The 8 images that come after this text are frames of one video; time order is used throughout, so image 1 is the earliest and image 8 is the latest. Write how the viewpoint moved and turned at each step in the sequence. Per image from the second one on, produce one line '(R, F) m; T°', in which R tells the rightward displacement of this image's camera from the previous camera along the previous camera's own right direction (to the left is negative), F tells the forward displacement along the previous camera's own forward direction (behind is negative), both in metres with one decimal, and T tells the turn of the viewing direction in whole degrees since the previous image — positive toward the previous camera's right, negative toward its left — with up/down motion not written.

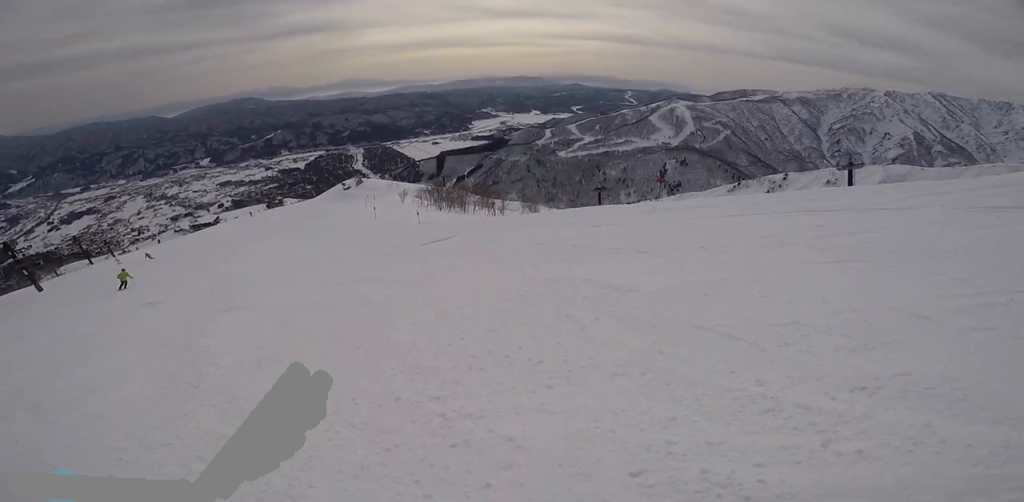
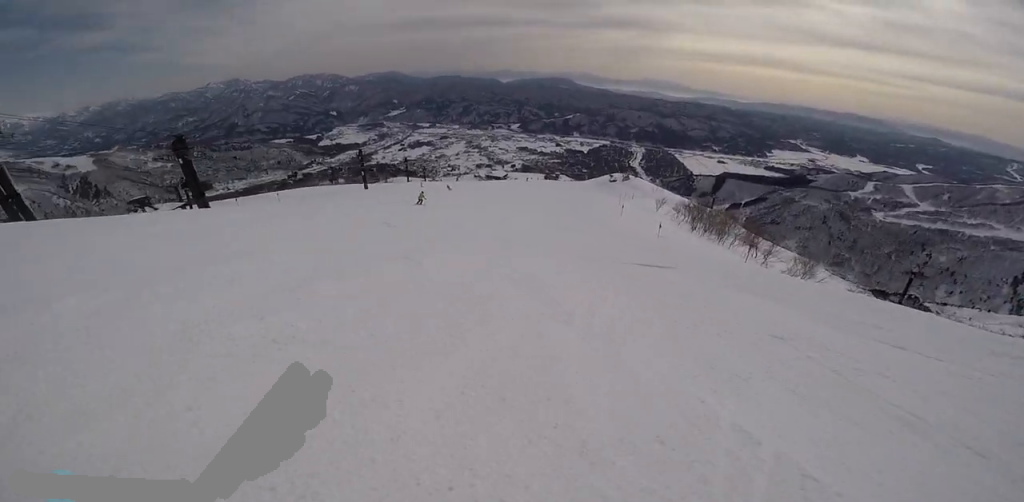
(+0.3, +3.1) m; -31°
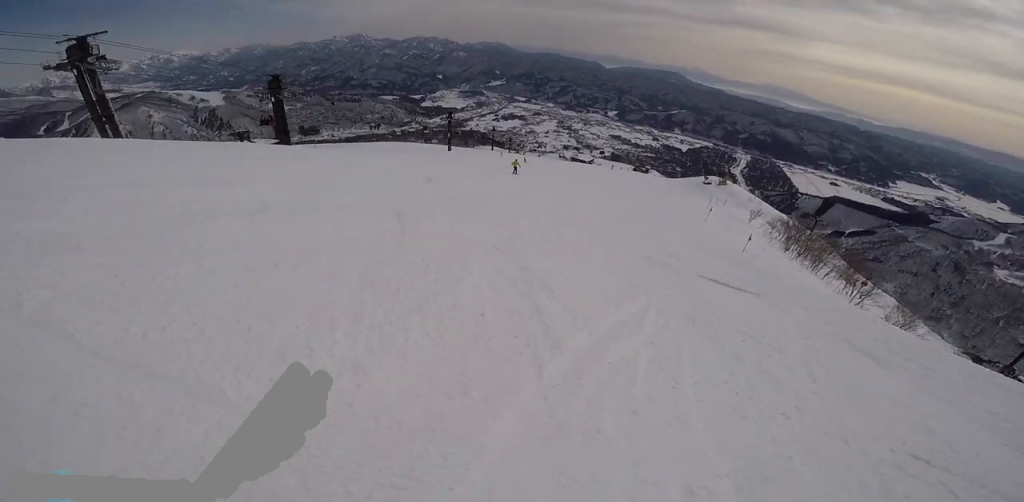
(-1.5, +1.7) m; -9°
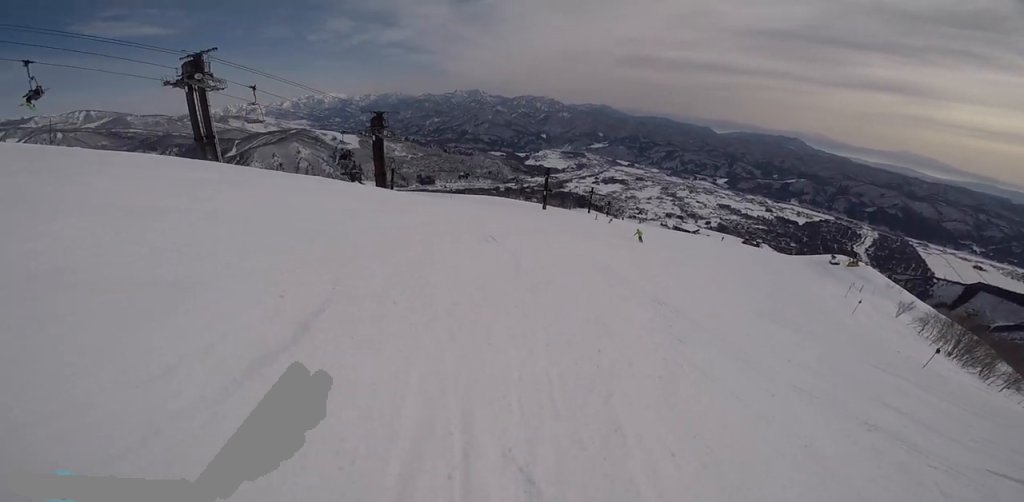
(-0.2, +4.2) m; -7°
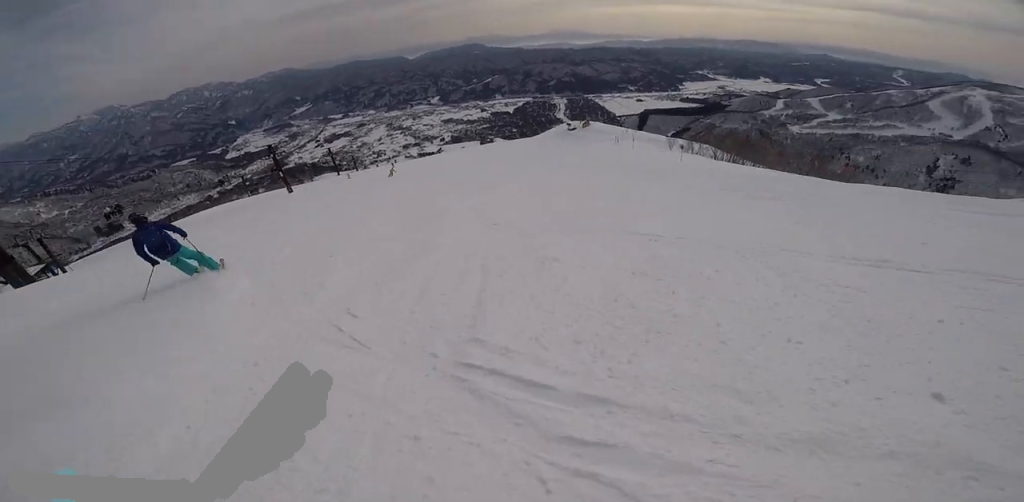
(+2.3, +8.1) m; +55°
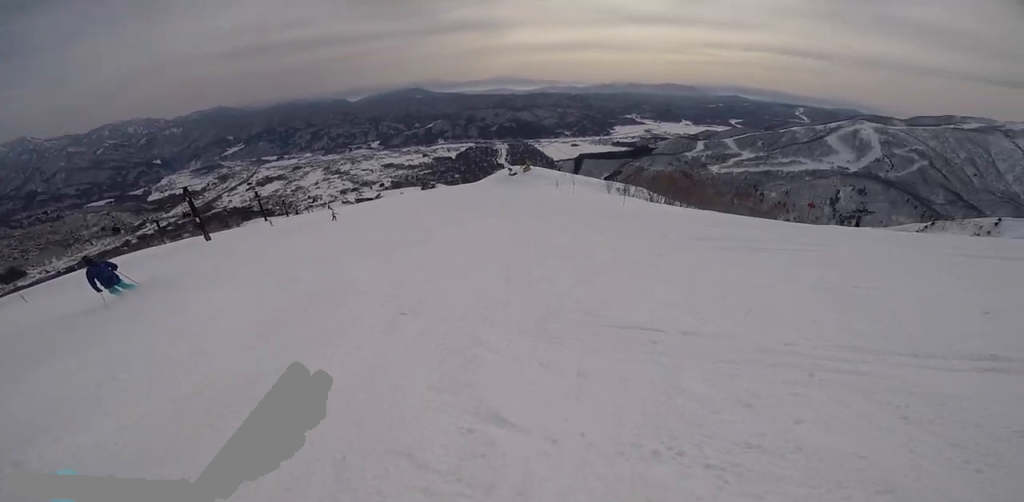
(+0.5, +2.7) m; -1°
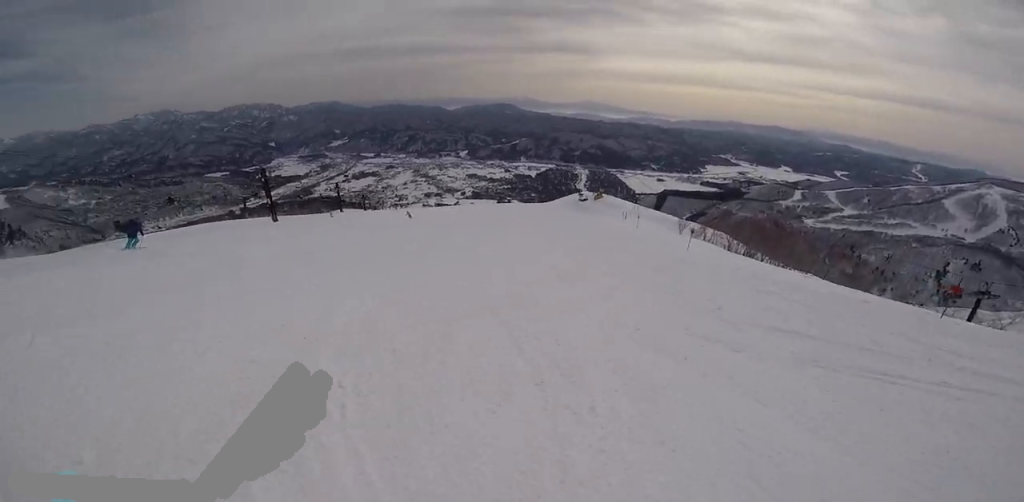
(-0.6, +4.5) m; -20°
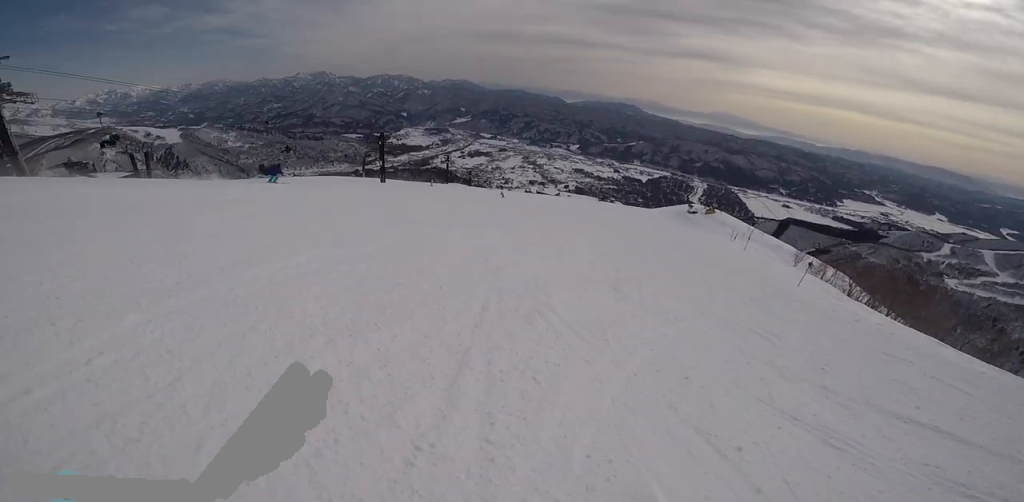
(-0.4, +2.0) m; -10°
